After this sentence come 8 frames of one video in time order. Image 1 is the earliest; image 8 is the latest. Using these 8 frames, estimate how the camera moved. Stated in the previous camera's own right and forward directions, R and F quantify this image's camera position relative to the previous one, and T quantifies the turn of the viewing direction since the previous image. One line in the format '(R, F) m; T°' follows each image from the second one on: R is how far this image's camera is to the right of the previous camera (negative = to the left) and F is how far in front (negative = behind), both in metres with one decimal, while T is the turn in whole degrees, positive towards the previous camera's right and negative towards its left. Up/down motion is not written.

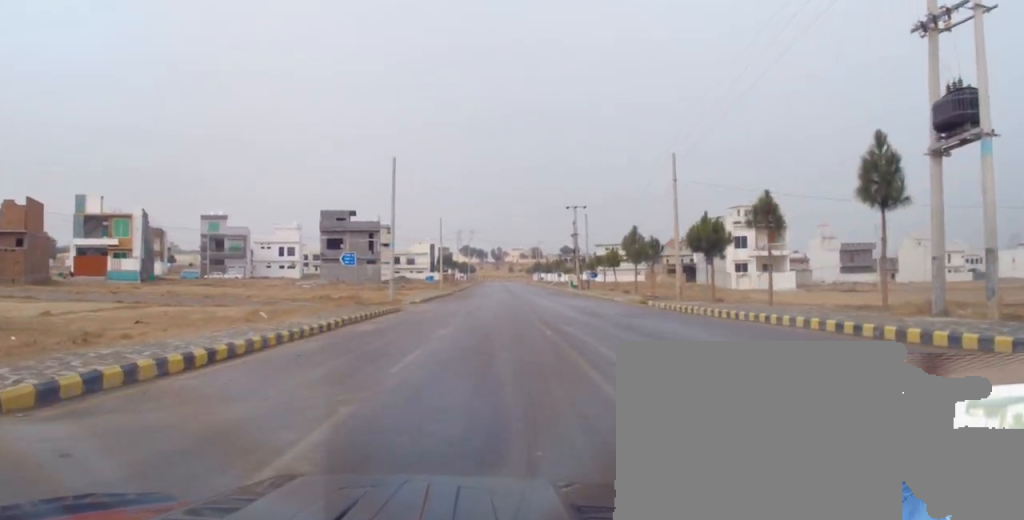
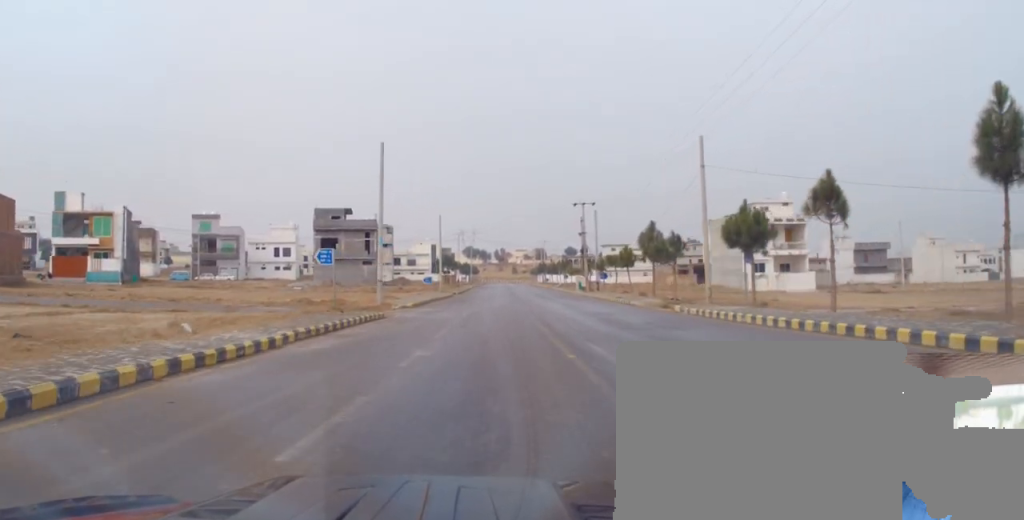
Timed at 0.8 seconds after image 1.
(+0.1, +5.0) m; -1°
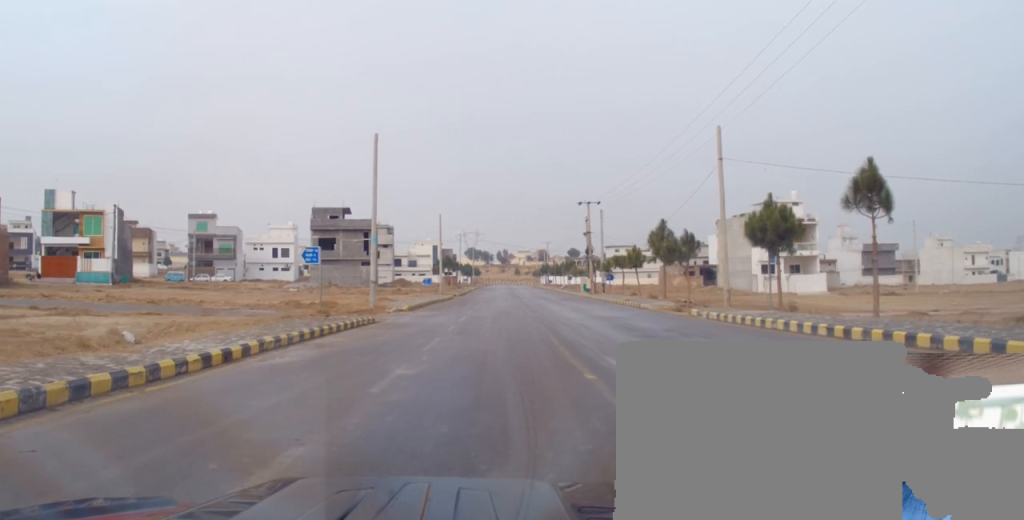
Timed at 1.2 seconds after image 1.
(+0.2, +2.6) m; -2°
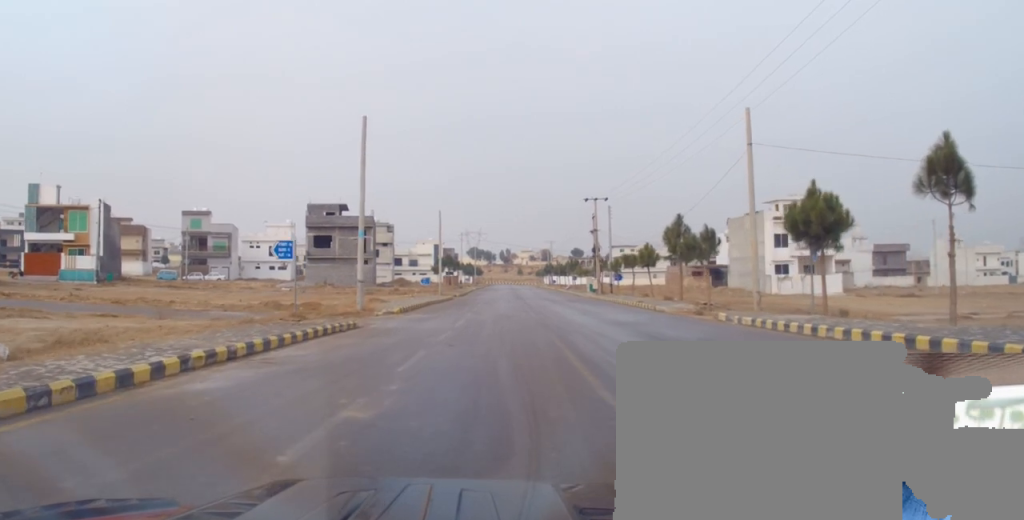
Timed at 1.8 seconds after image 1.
(-0.3, +3.5) m; 0°
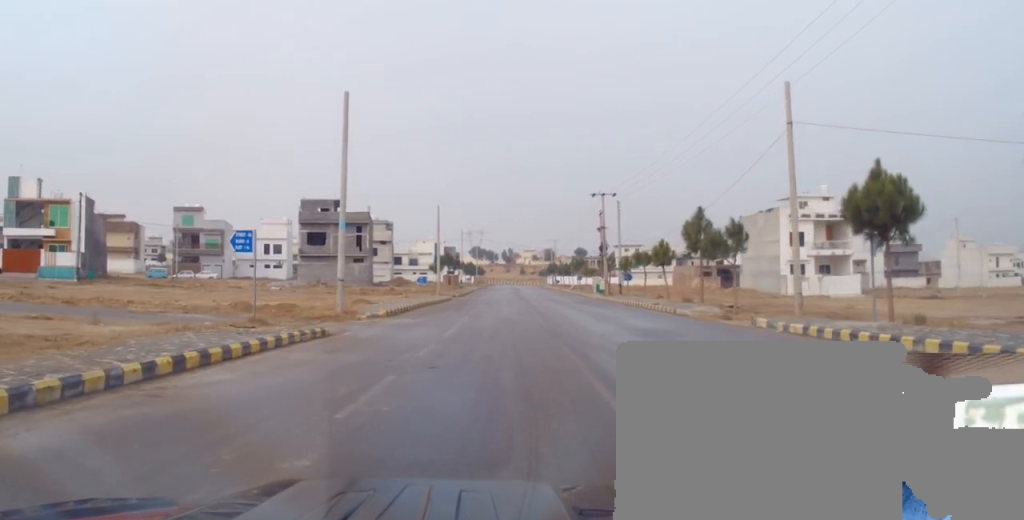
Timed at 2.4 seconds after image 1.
(-0.2, +3.8) m; 0°
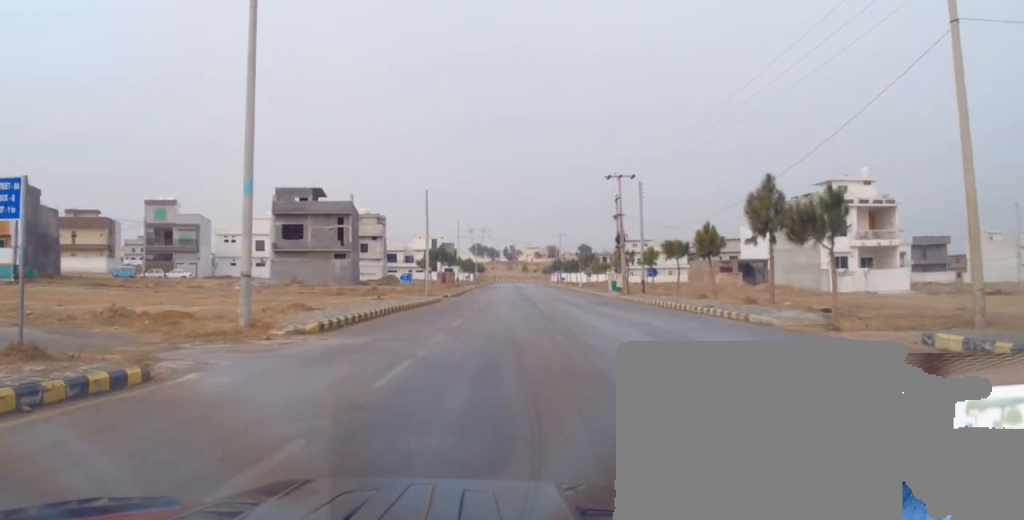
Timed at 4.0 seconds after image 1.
(+0.1, +10.1) m; 0°
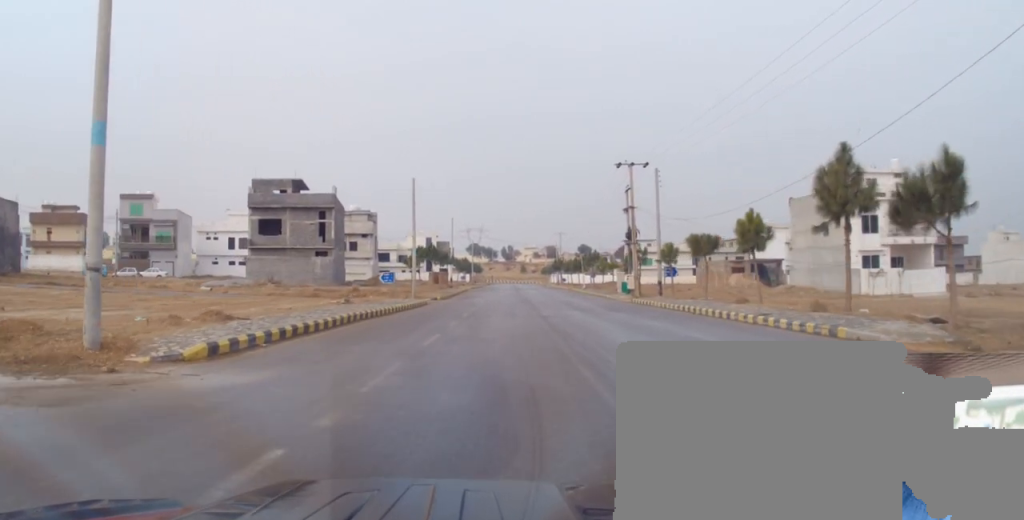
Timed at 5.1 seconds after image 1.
(+0.3, +6.7) m; 0°
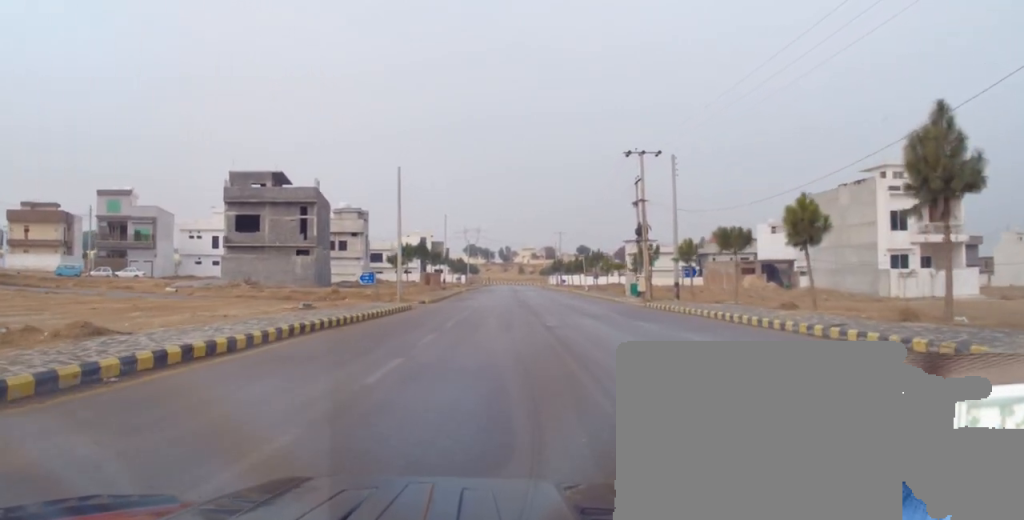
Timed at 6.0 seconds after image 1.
(-0.3, +5.5) m; 0°
